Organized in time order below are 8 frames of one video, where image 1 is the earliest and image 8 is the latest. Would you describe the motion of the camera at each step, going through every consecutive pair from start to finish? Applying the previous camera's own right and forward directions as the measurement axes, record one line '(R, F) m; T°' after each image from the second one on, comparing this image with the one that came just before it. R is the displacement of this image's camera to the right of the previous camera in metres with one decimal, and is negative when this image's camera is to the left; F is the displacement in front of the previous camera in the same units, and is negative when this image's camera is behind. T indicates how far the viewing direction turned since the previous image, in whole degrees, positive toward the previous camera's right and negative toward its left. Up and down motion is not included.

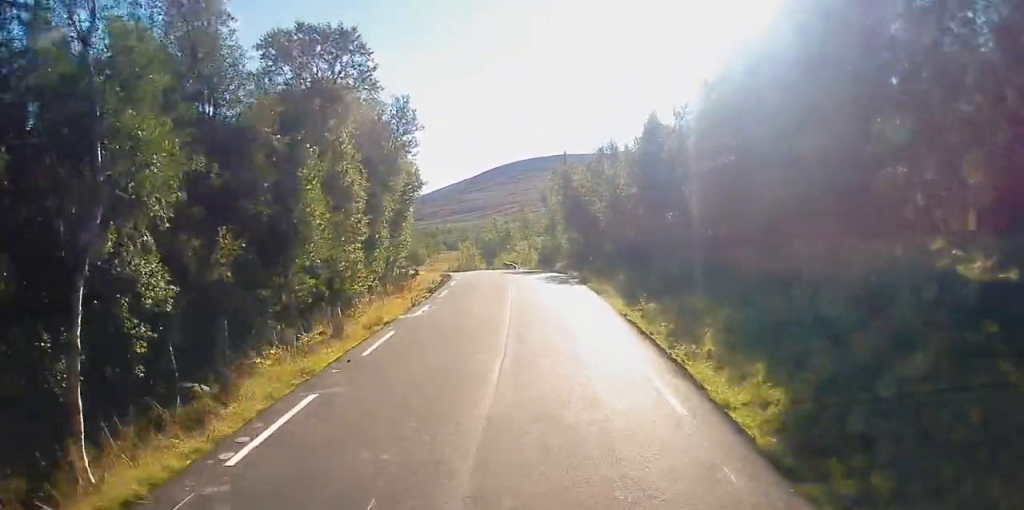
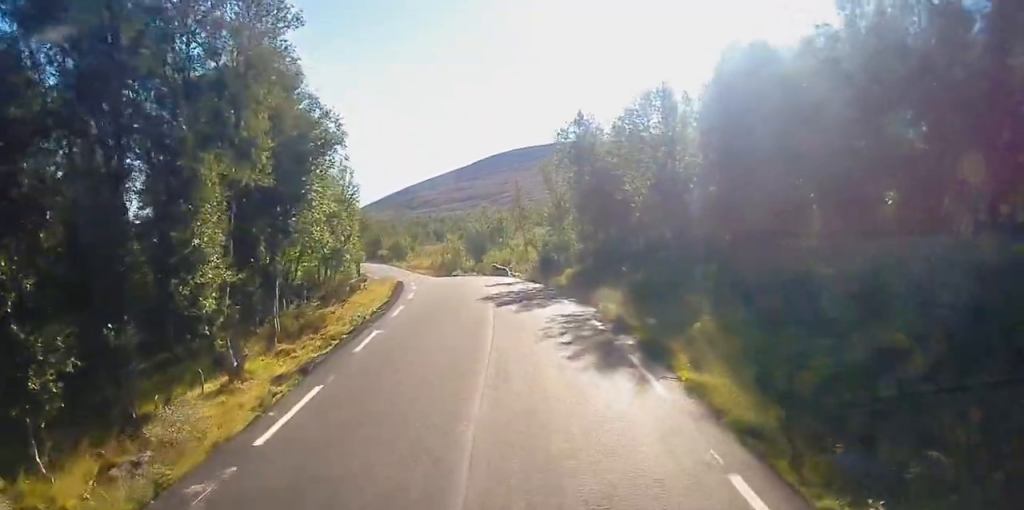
(0.0, +17.0) m; -5°
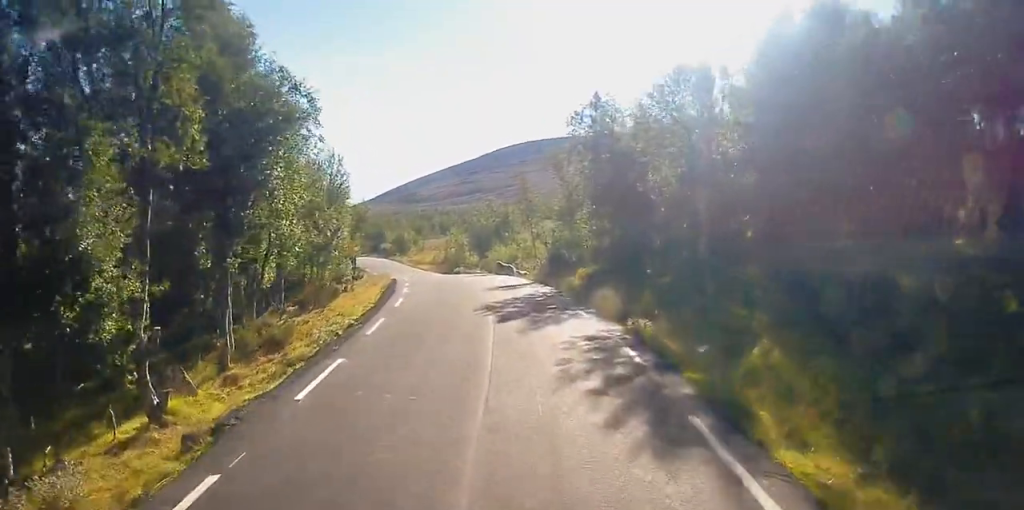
(-0.2, +4.0) m; 0°
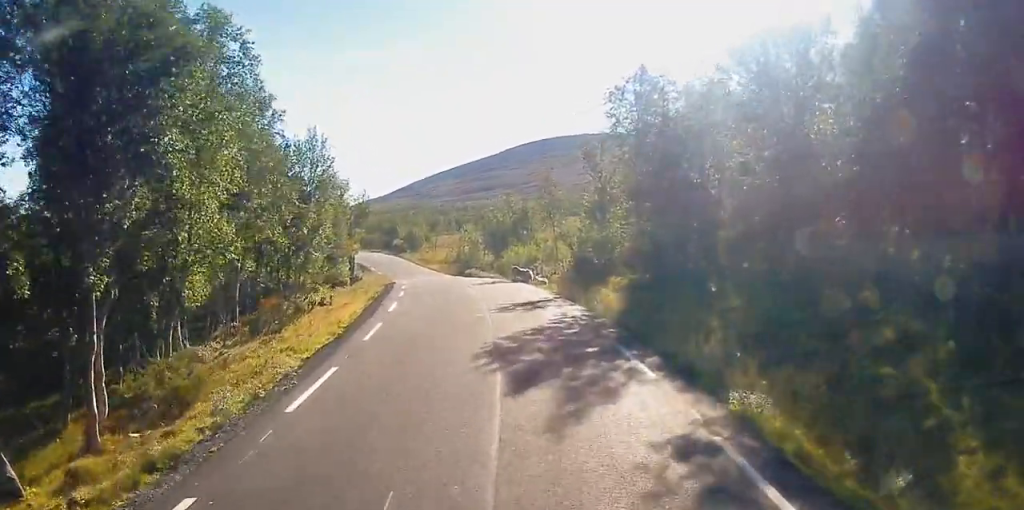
(-0.3, +6.7) m; +1°
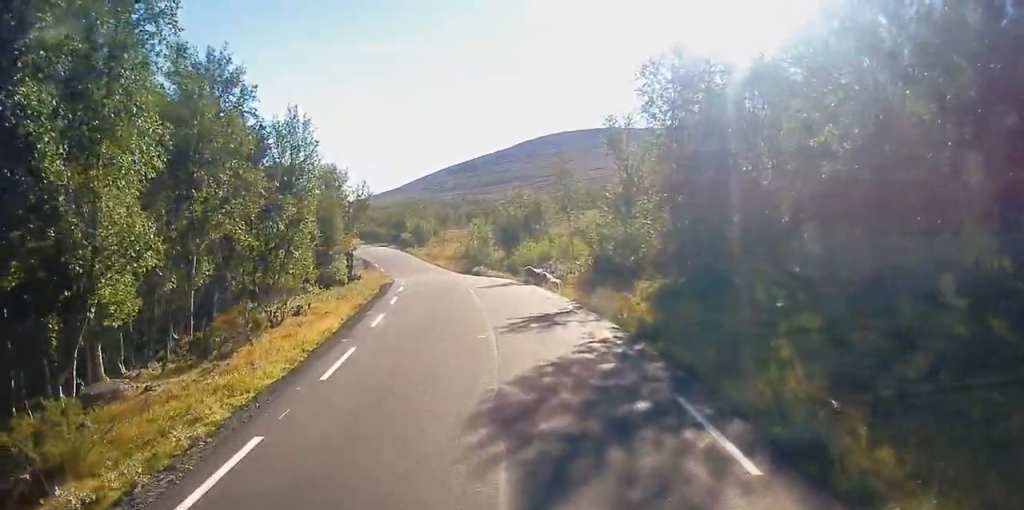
(+0.3, +4.0) m; +1°
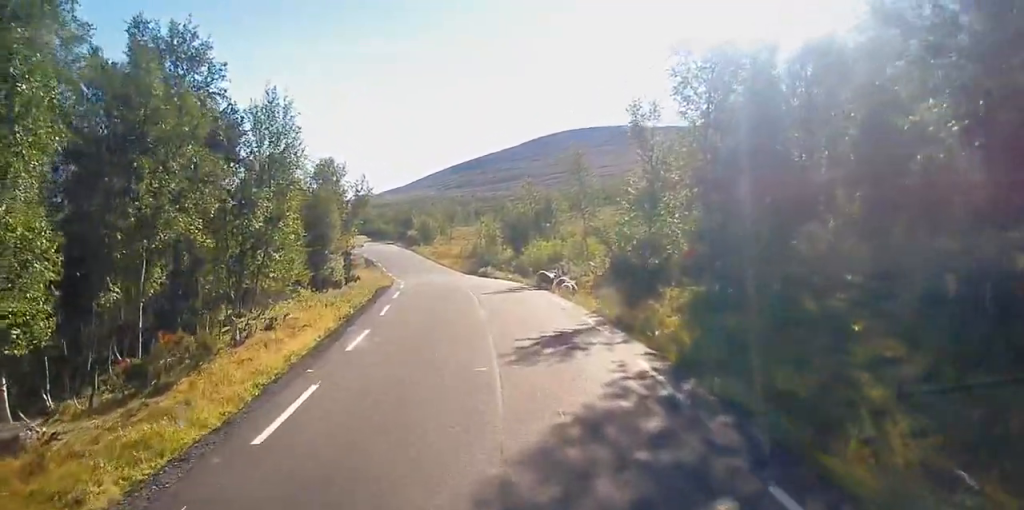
(+0.2, +3.4) m; +1°
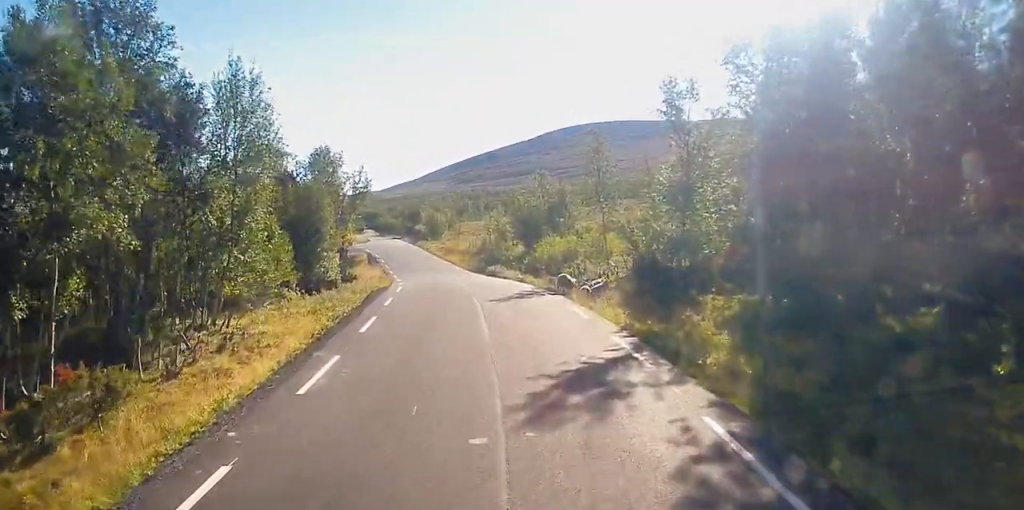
(-0.2, +3.6) m; -2°
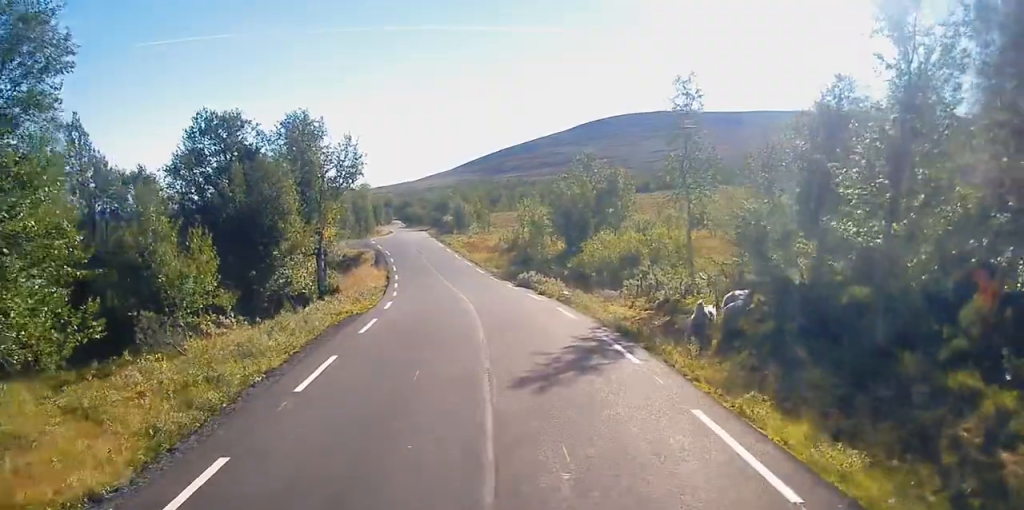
(-0.5, +11.6) m; -7°
